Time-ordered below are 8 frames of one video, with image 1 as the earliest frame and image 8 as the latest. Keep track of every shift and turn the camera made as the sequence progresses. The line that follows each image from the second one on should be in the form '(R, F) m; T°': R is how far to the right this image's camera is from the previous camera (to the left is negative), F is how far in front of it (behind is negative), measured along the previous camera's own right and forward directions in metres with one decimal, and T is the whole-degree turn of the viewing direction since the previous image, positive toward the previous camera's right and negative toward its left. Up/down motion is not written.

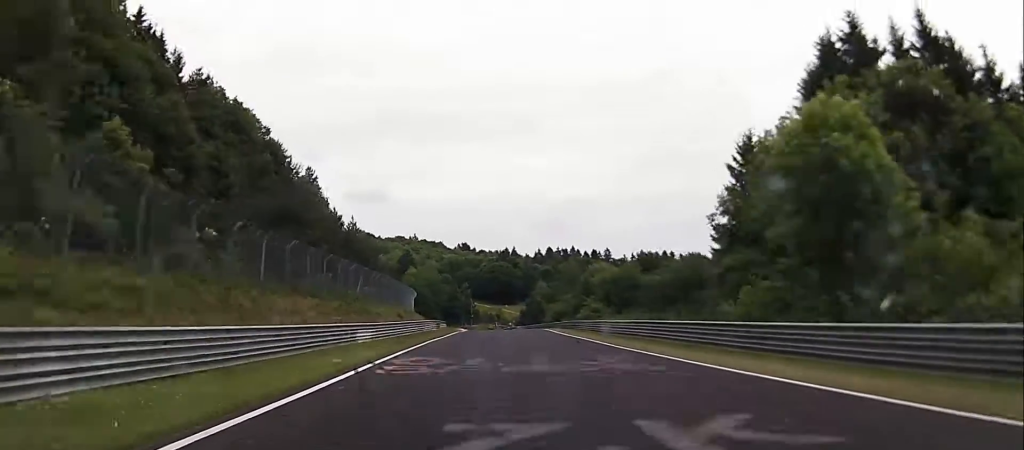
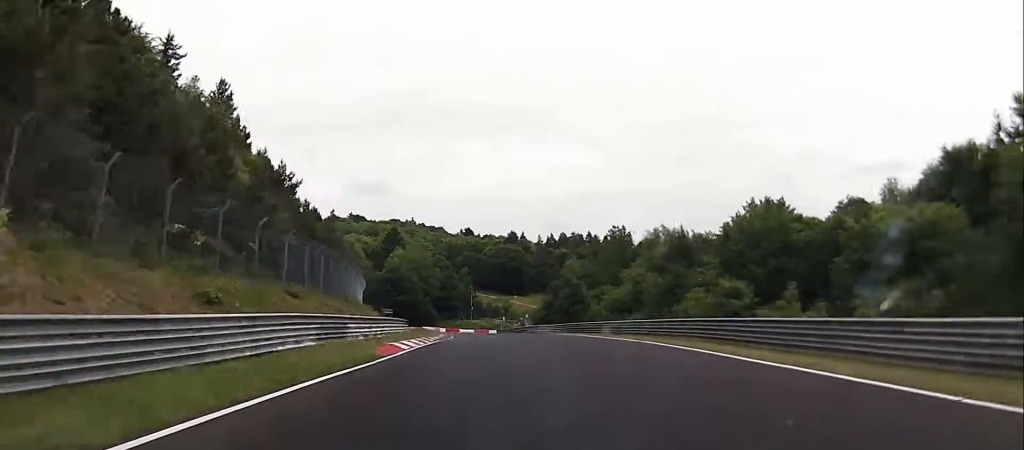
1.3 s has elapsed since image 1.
(+1.7, +47.2) m; +2°
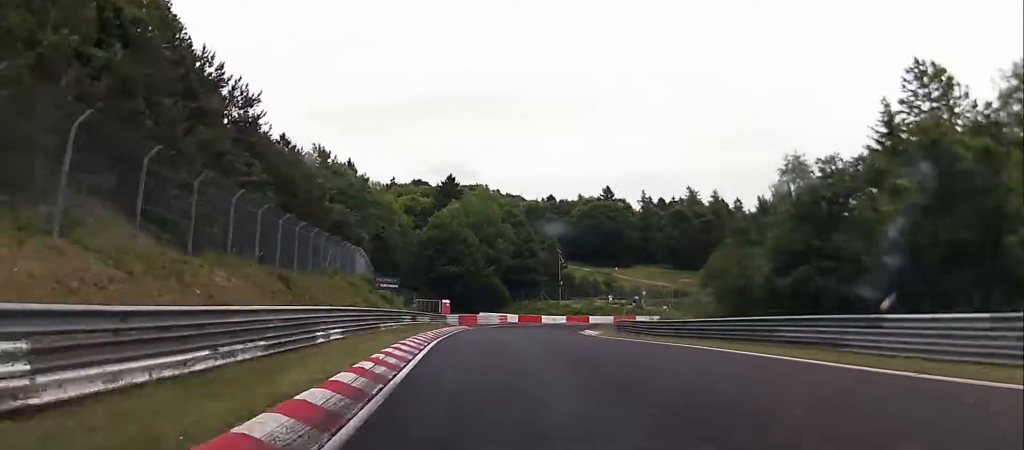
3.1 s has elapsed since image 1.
(-1.0, +56.5) m; -3°
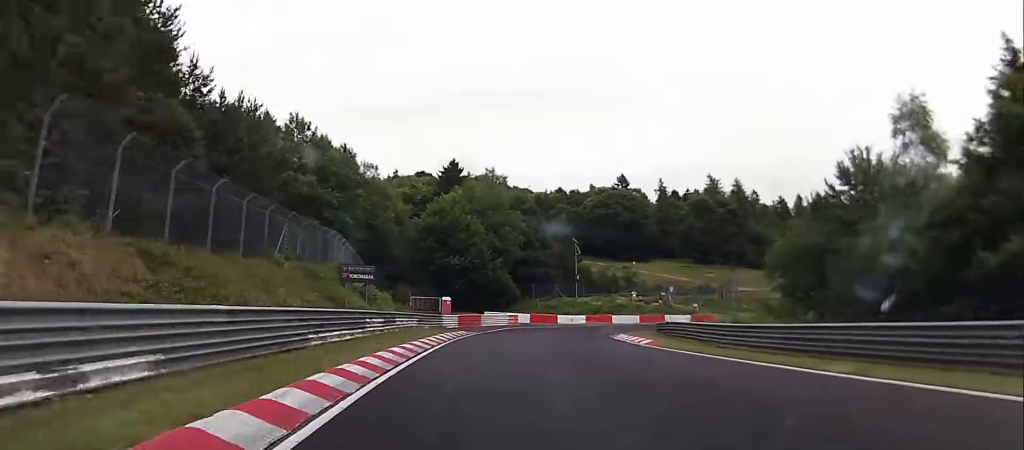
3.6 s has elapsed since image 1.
(-0.1, +12.0) m; +2°
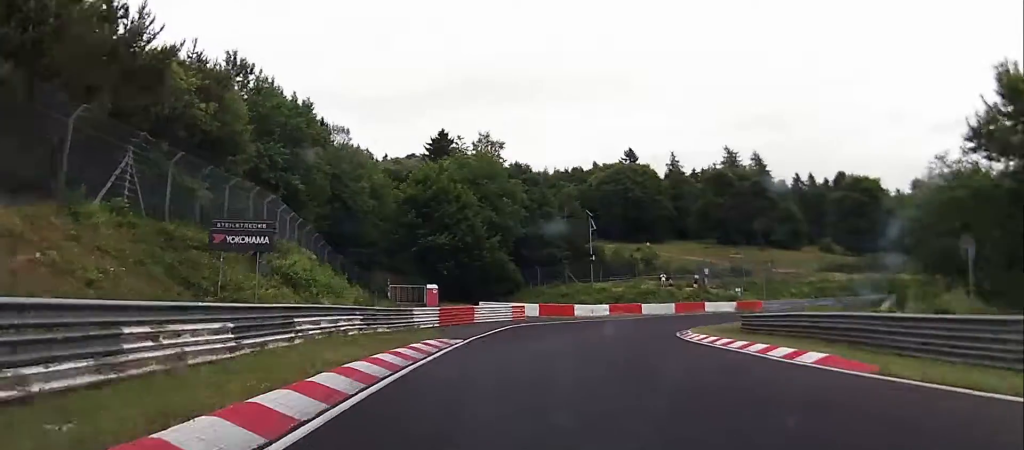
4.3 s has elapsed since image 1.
(-0.1, +16.3) m; +4°
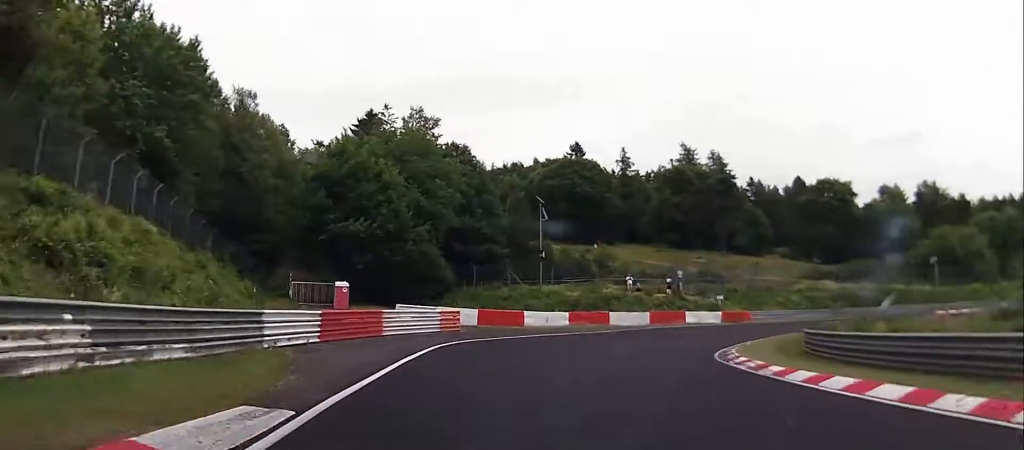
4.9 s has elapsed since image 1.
(+0.8, +14.3) m; +10°
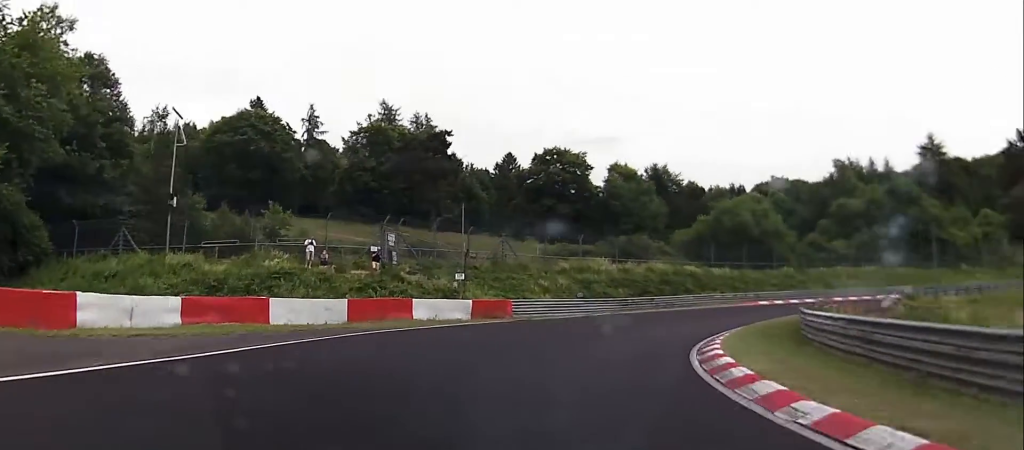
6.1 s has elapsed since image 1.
(+3.8, +24.0) m; +17°
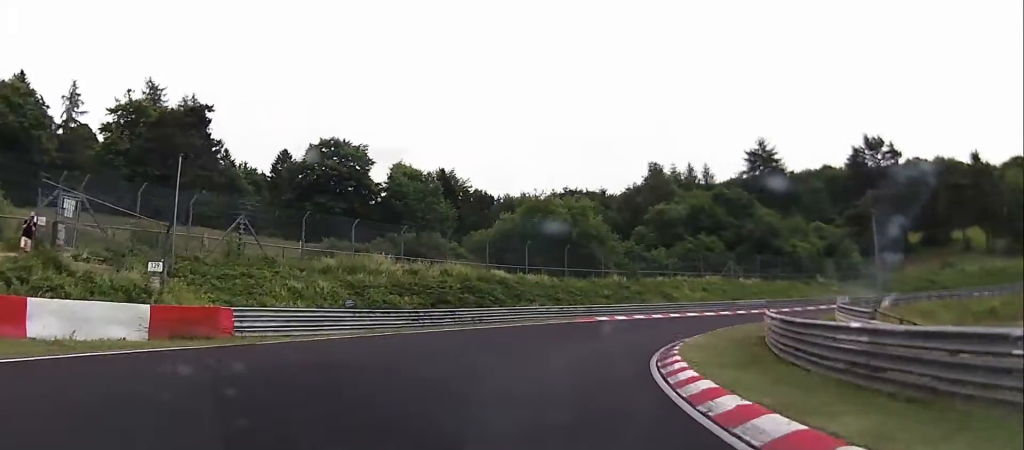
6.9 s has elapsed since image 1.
(+1.4, +15.3) m; +20°
